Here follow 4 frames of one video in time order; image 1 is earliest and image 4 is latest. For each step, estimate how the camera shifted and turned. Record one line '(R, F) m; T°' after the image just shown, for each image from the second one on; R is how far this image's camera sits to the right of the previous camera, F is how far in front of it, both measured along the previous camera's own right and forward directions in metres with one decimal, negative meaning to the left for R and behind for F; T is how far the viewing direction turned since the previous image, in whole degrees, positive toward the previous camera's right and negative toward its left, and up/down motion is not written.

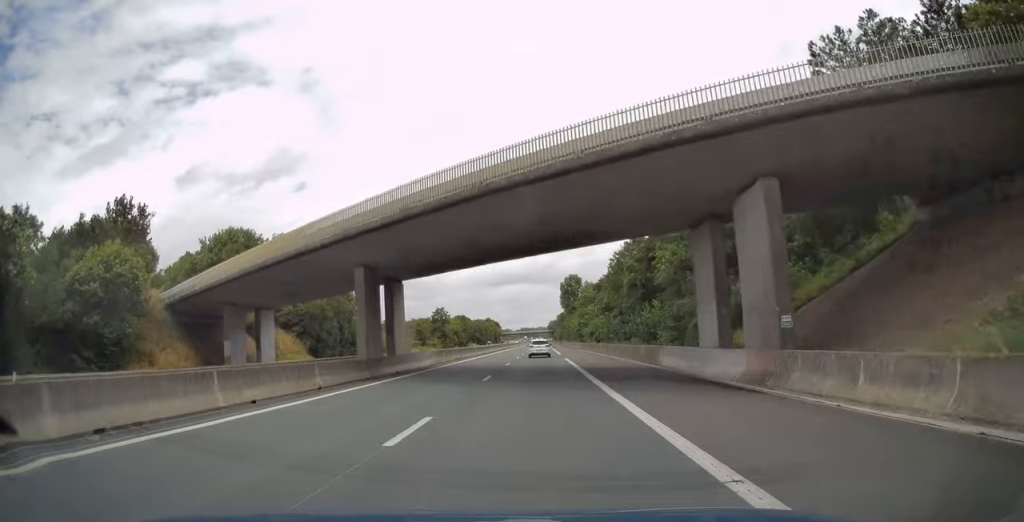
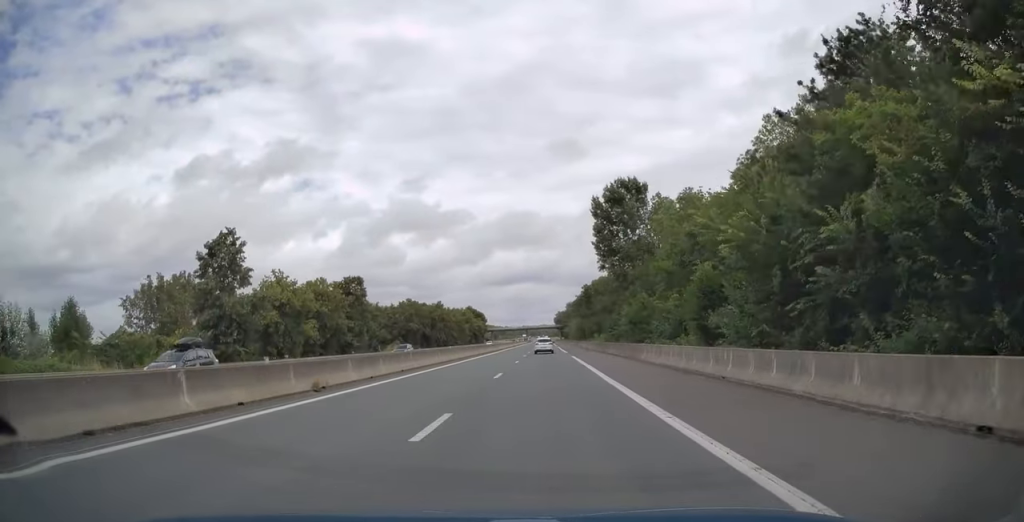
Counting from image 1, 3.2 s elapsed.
(-0.4, +104.5) m; 0°
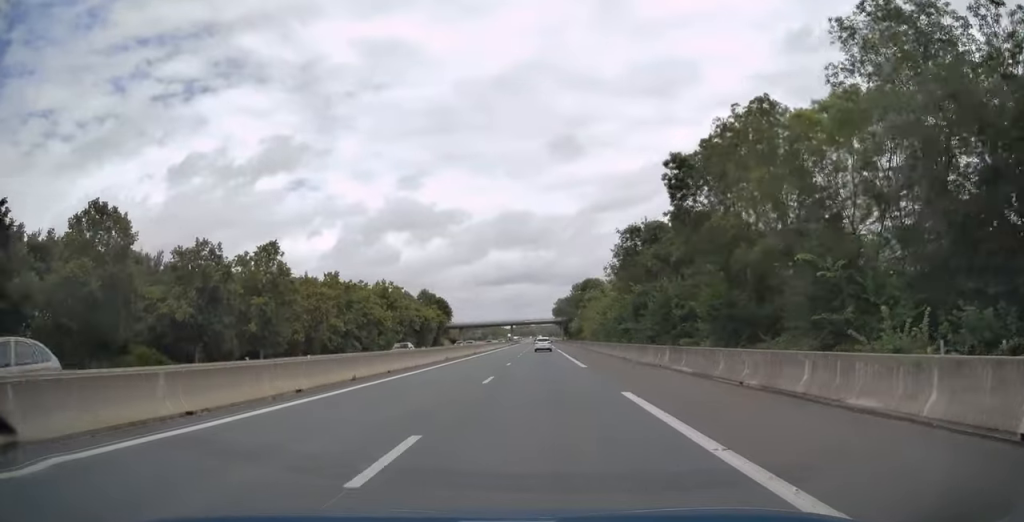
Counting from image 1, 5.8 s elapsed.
(+0.9, +81.1) m; 0°
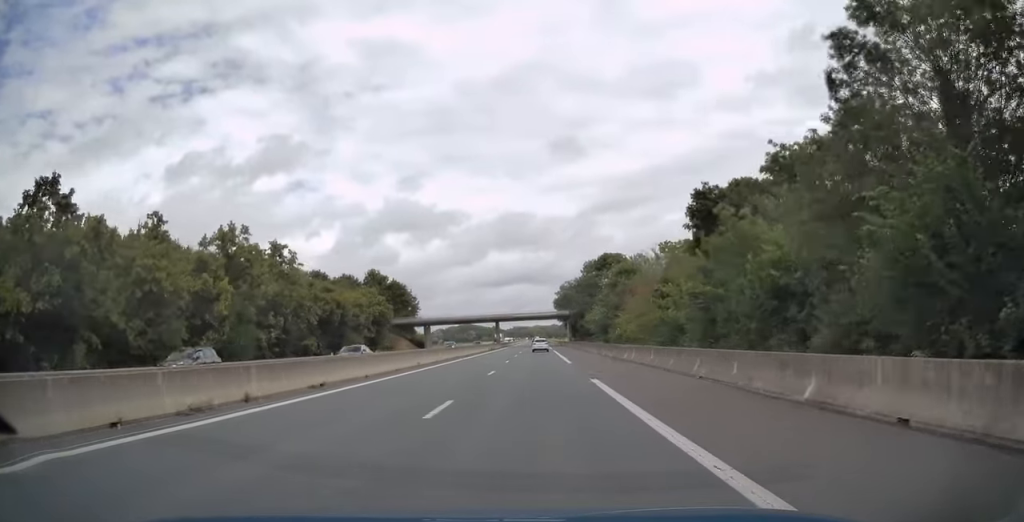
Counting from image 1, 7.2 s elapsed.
(-0.1, +47.4) m; 0°
